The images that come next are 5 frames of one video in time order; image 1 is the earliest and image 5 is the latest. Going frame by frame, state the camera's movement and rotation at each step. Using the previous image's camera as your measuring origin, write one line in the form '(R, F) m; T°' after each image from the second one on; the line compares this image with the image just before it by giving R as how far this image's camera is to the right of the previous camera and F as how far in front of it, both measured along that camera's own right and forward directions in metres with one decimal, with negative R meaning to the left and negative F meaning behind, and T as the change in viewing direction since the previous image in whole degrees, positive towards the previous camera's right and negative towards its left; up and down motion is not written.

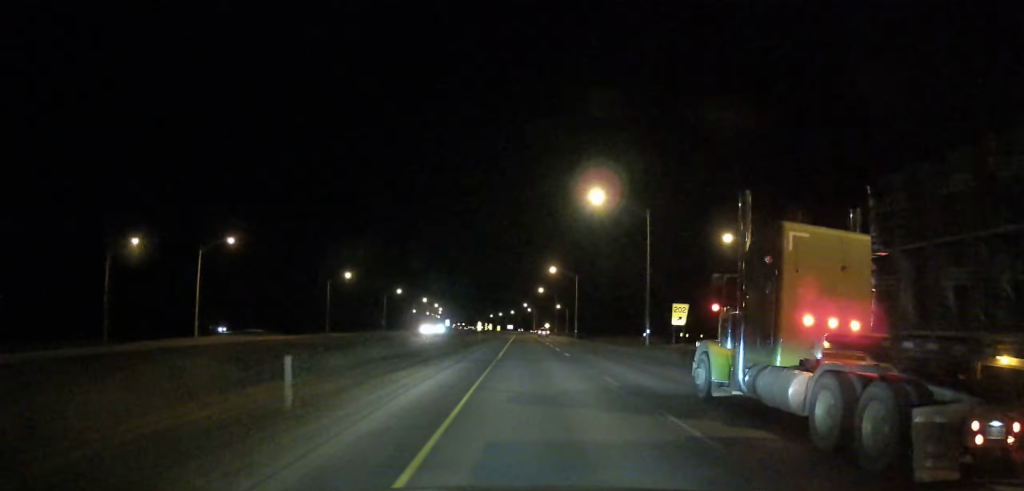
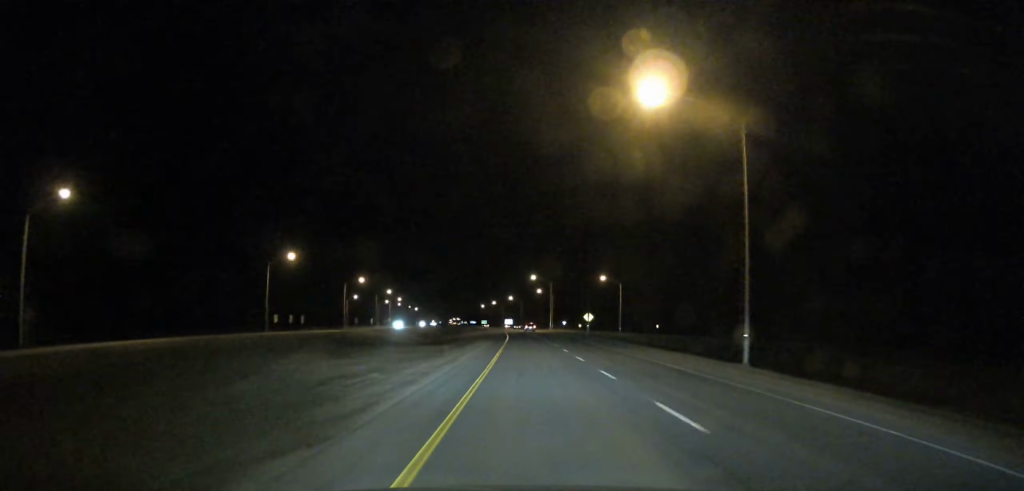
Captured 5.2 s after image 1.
(-0.3, +165.4) m; -1°
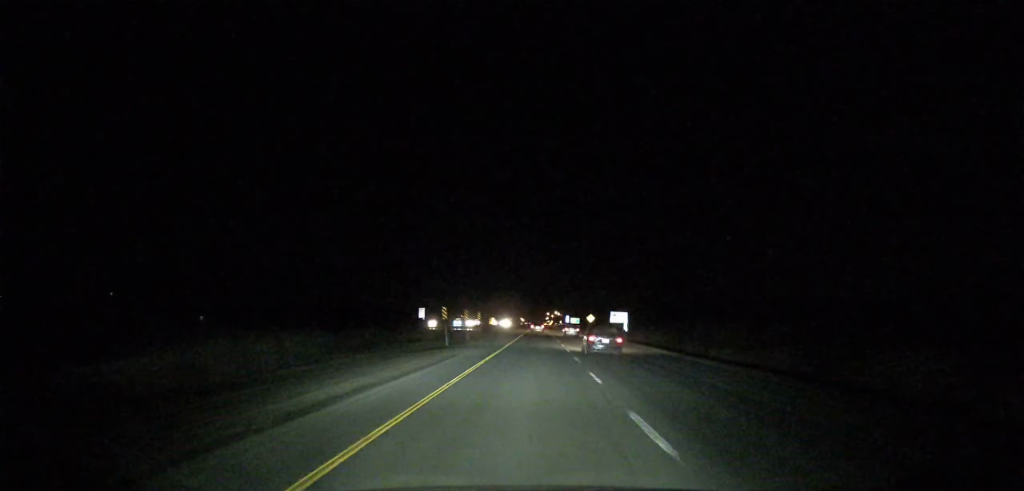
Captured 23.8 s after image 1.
(-48.2, +612.2) m; -6°
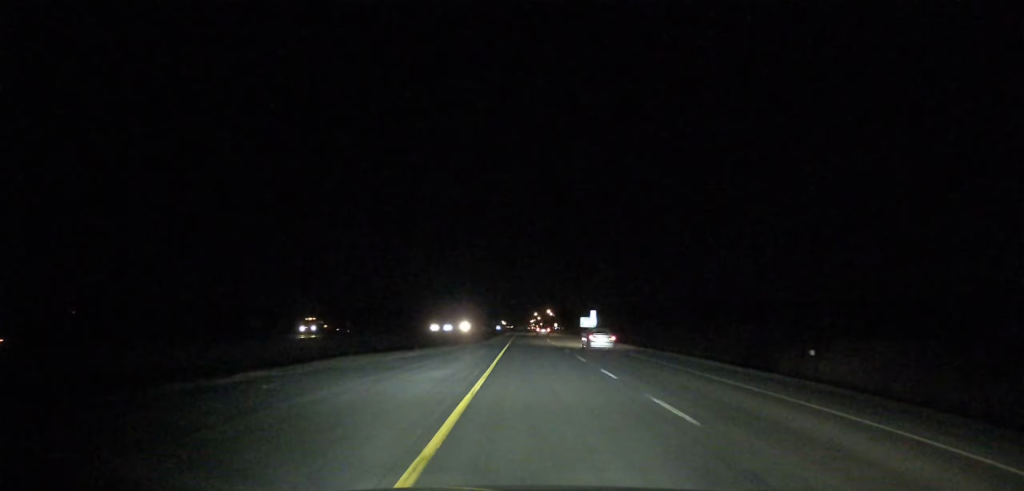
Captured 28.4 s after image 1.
(+0.1, +152.5) m; 0°
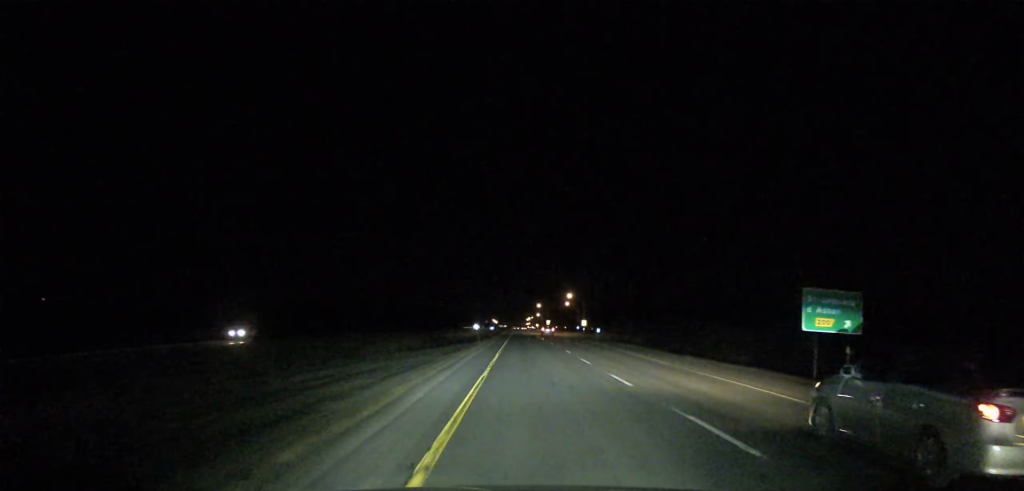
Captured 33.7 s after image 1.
(+0.7, +171.1) m; 0°
